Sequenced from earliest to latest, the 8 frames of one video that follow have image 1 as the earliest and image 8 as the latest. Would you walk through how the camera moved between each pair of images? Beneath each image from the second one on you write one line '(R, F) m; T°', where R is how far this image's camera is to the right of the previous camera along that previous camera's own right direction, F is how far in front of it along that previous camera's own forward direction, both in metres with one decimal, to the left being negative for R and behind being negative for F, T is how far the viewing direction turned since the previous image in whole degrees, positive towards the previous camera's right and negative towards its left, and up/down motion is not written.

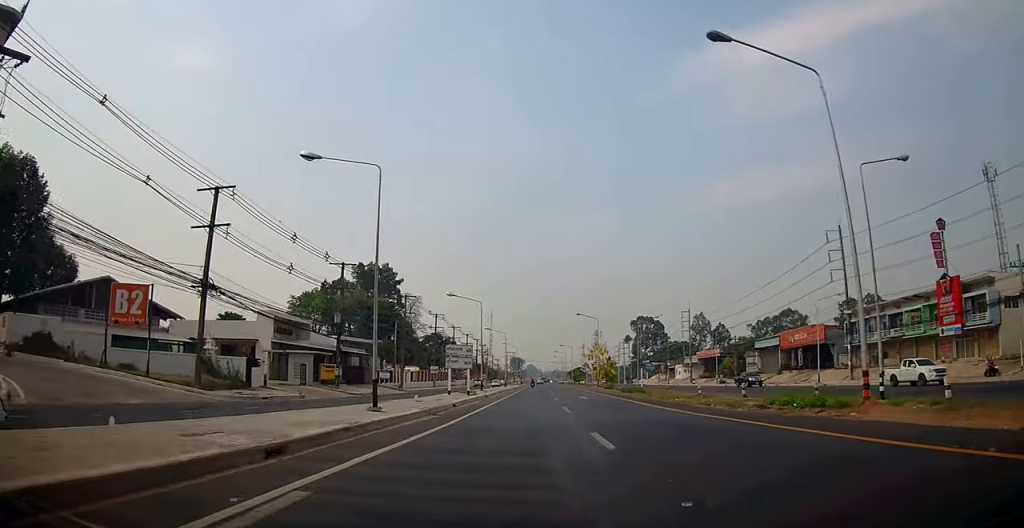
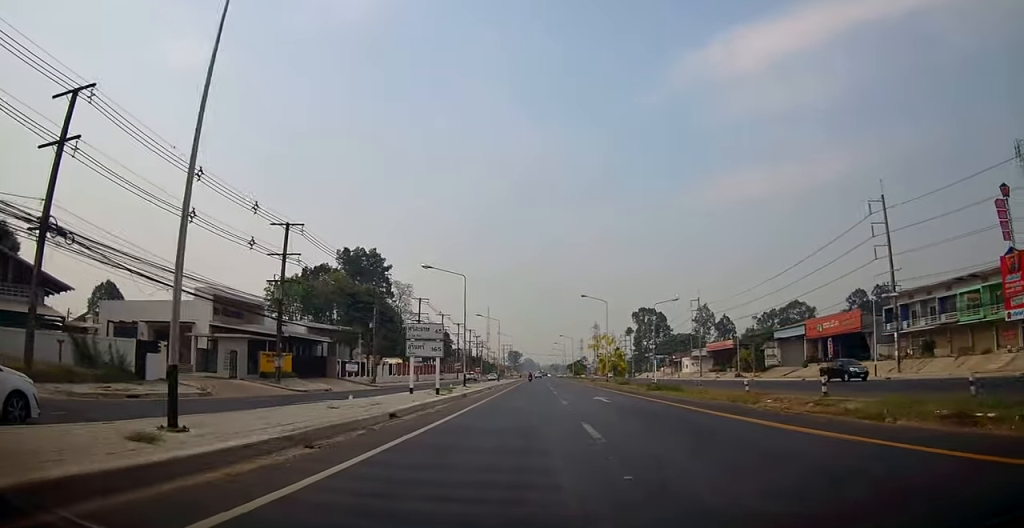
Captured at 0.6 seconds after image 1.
(-0.1, +10.8) m; 0°
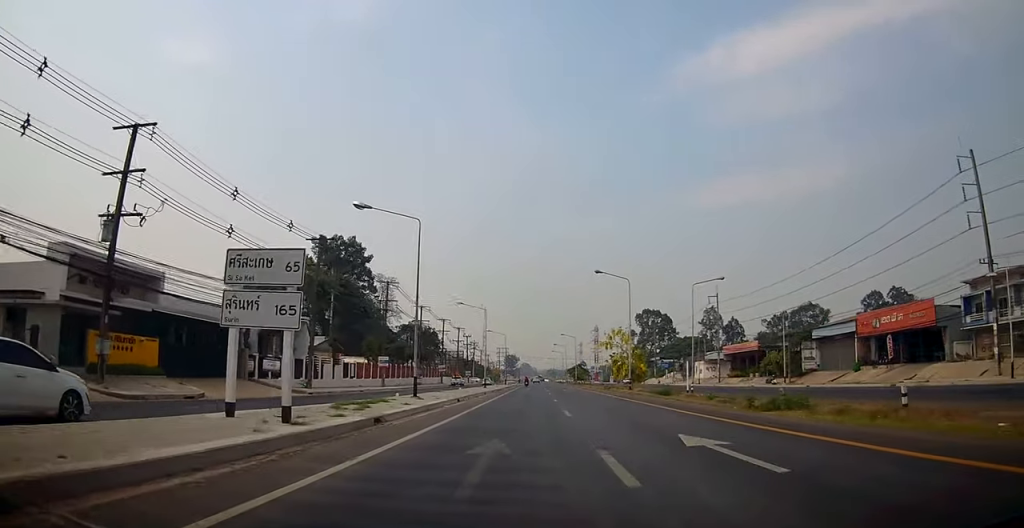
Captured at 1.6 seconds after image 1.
(0.0, +16.3) m; -1°
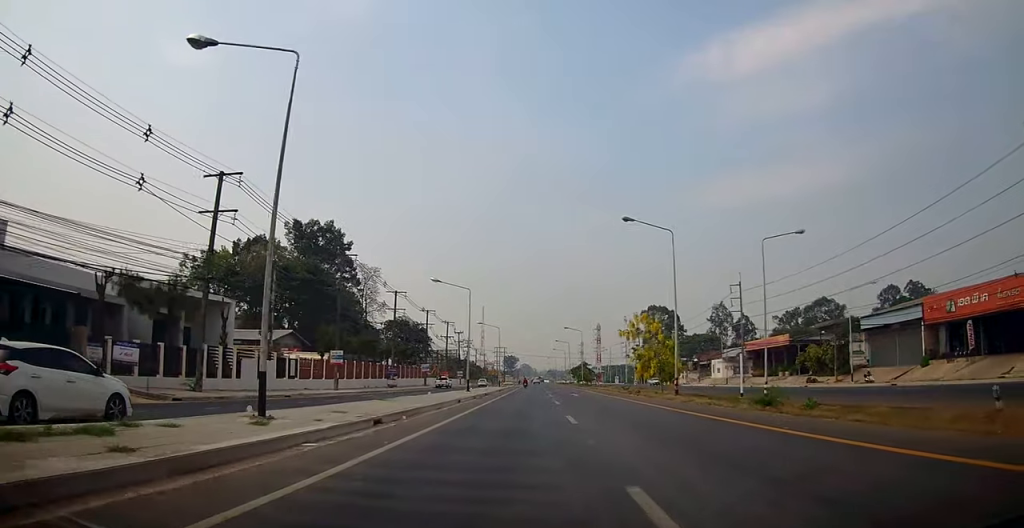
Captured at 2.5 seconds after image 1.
(-0.4, +14.8) m; 0°
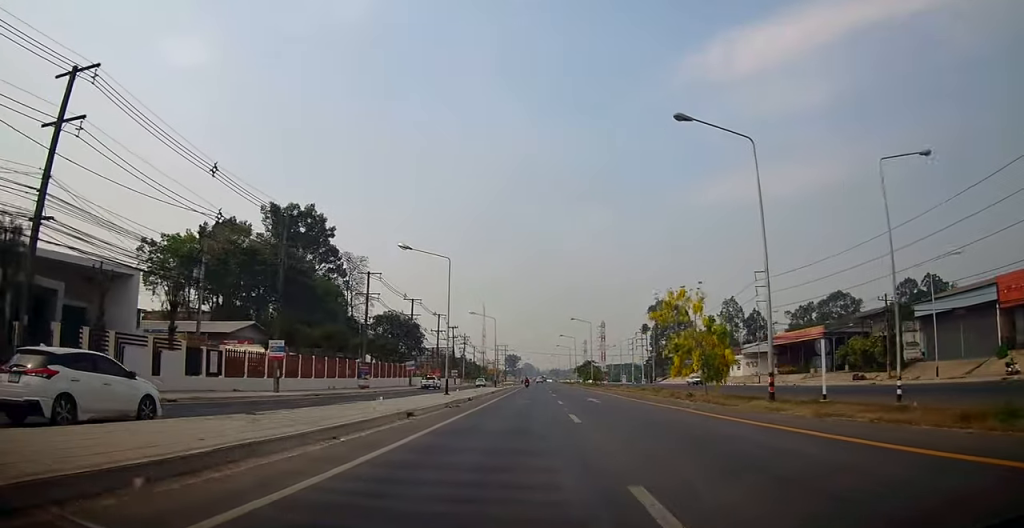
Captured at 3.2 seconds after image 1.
(+0.3, +11.7) m; +1°
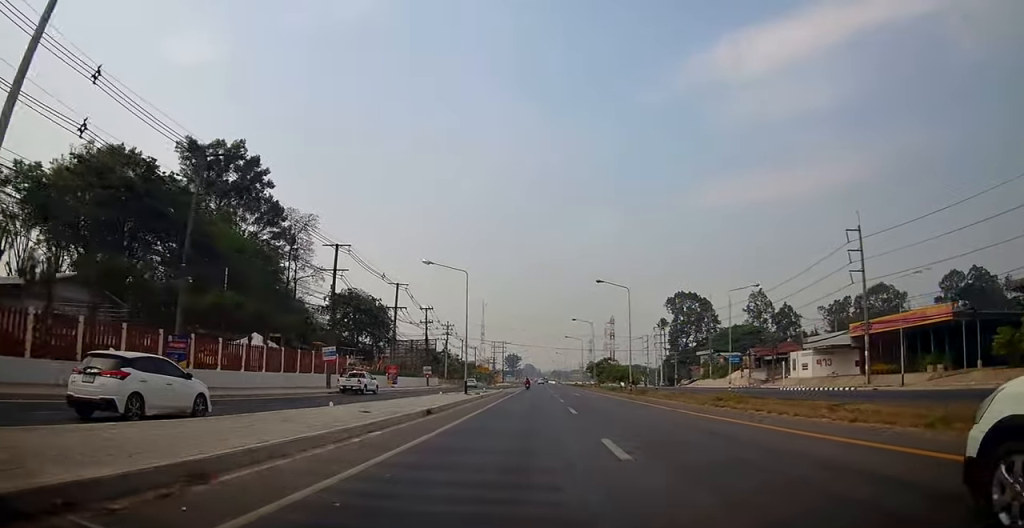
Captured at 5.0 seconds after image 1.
(+1.1, +30.0) m; +4°
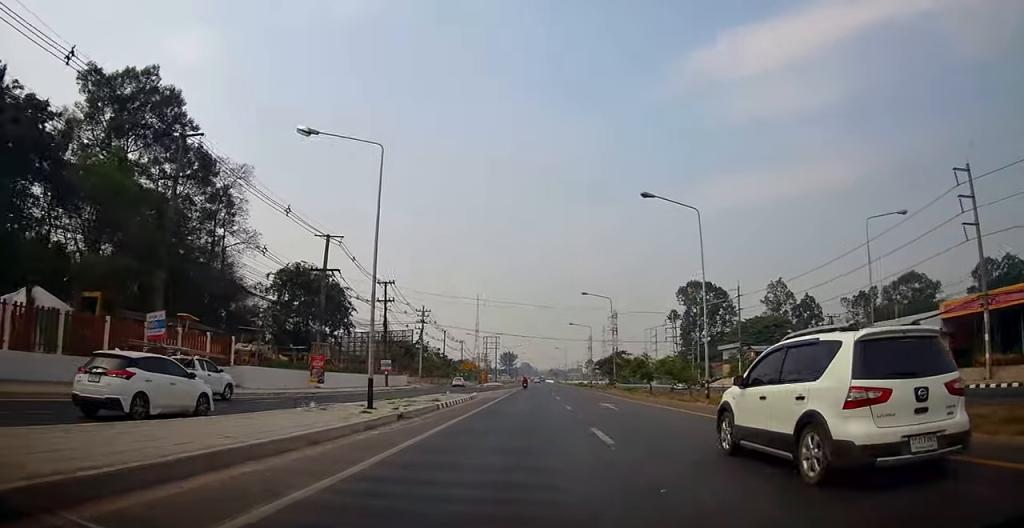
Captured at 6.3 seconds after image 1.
(-0.1, +21.5) m; 0°
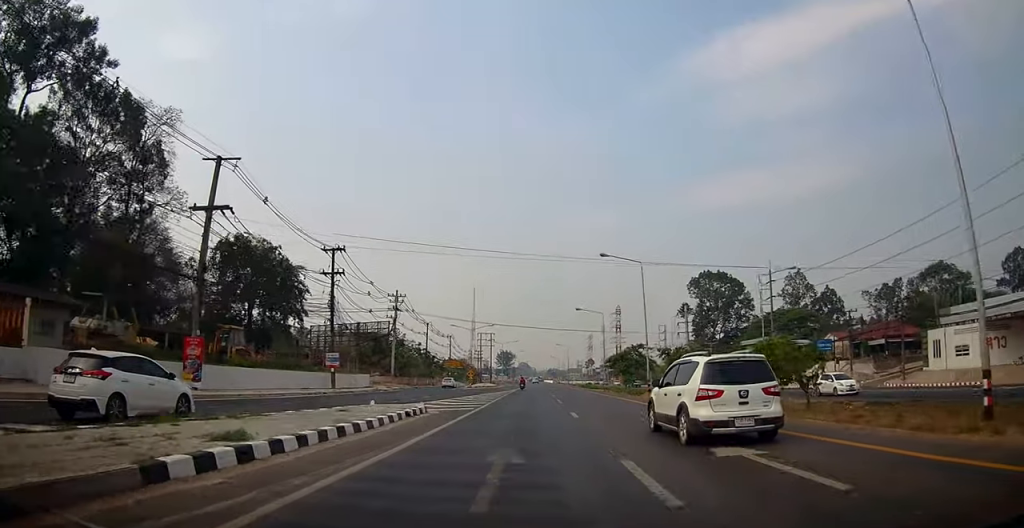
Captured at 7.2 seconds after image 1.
(+0.4, +16.6) m; +2°
